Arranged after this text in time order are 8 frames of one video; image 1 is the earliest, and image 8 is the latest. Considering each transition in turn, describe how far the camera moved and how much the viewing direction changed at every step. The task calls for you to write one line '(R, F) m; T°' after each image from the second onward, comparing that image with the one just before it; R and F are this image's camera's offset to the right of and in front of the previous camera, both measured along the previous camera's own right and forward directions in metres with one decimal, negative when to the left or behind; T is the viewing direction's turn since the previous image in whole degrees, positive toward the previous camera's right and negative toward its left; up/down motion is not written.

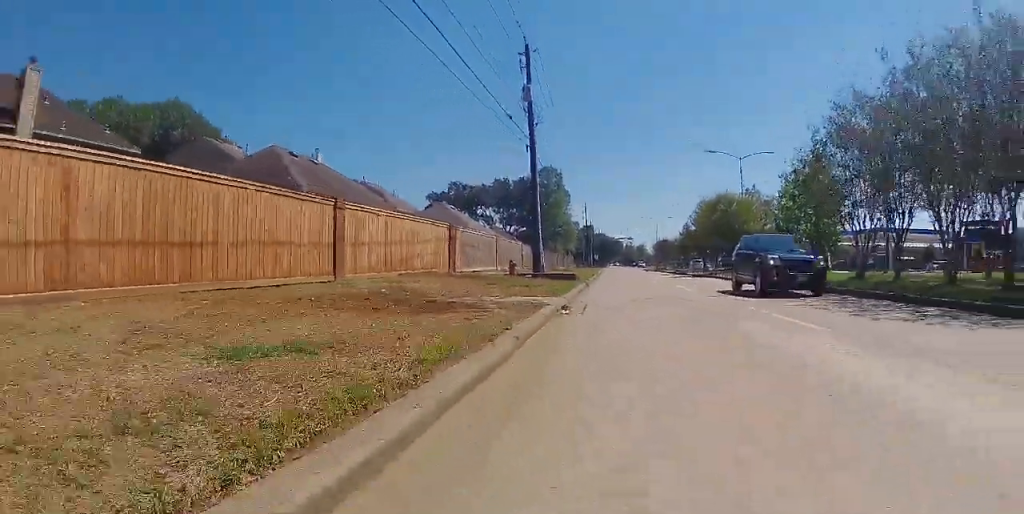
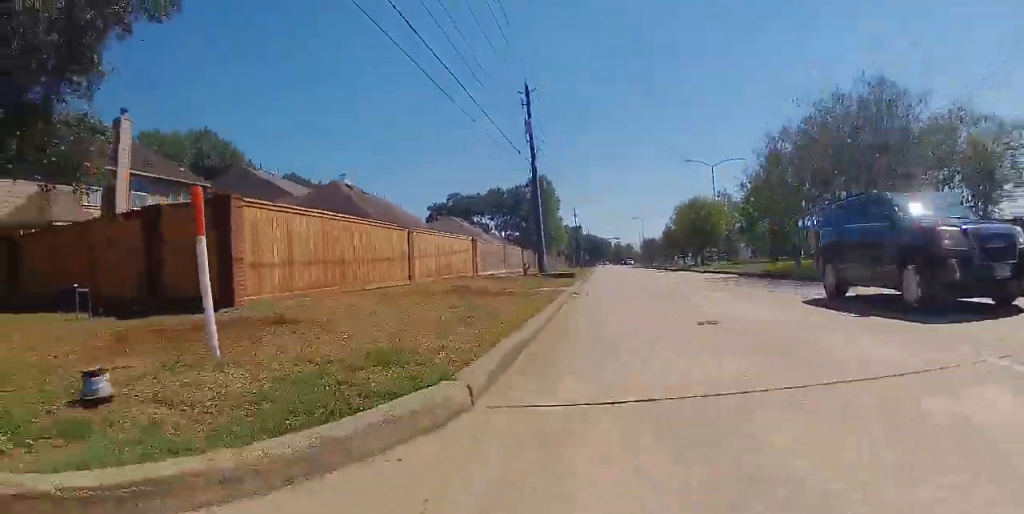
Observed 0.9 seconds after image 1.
(0.0, +6.6) m; 0°
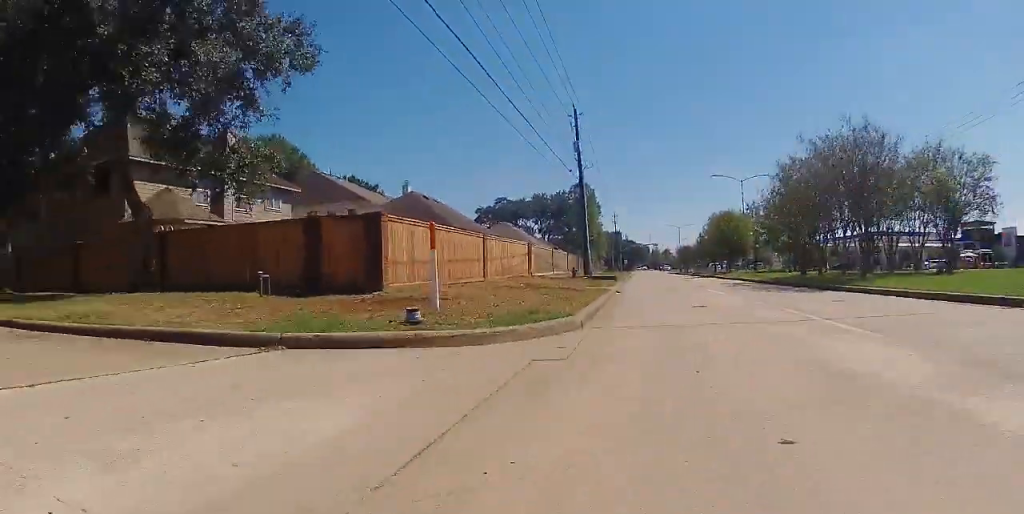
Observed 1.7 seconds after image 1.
(0.0, +5.1) m; 0°
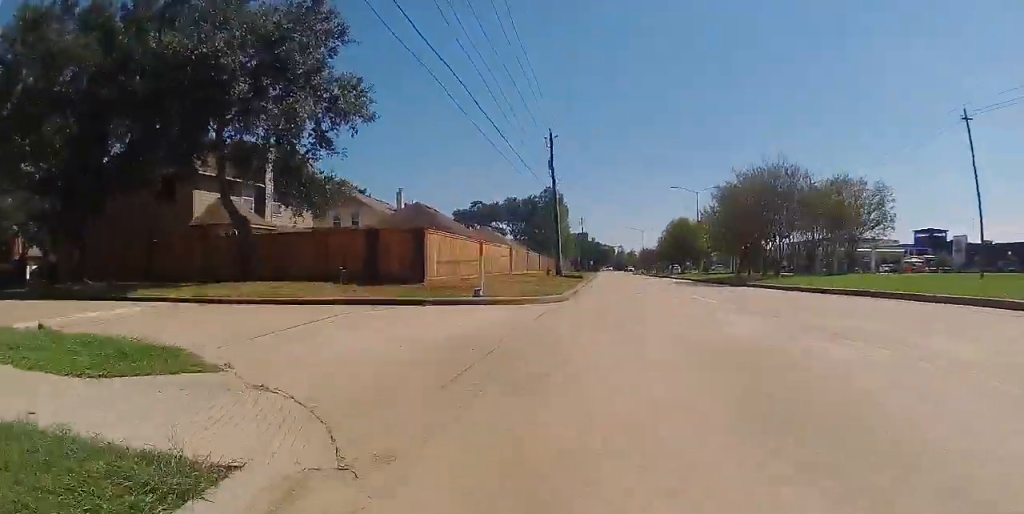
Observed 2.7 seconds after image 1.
(0.0, +7.2) m; 0°
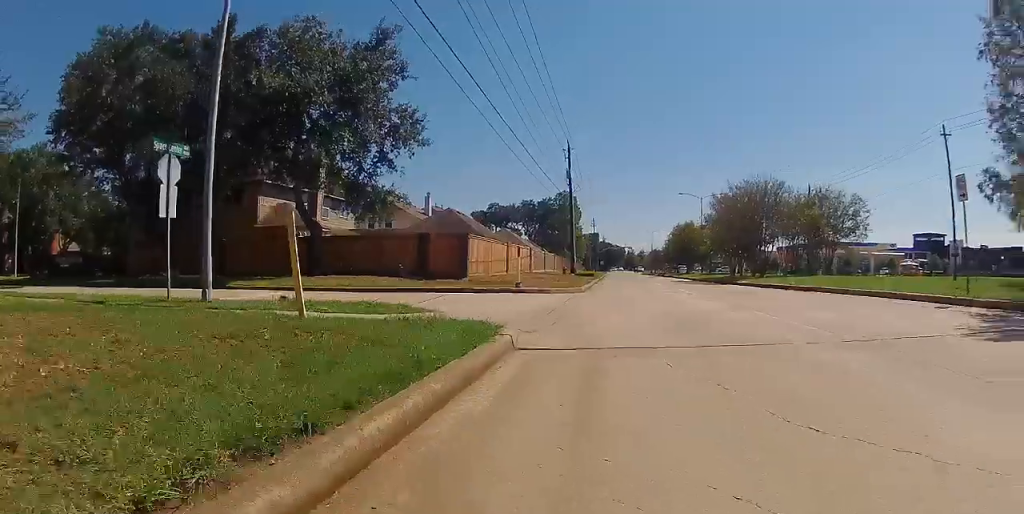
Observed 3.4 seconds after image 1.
(0.0, +5.1) m; 0°
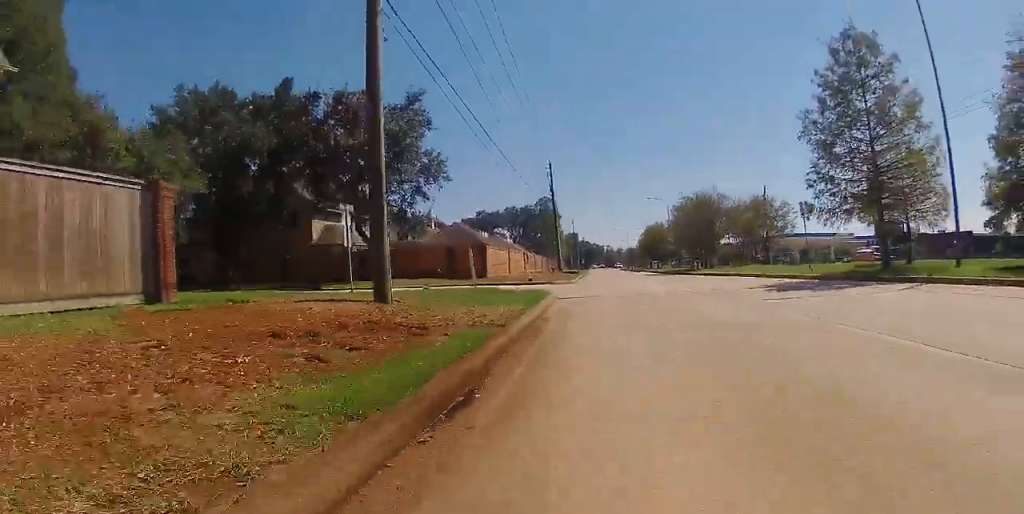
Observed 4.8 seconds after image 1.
(0.0, +9.7) m; -4°
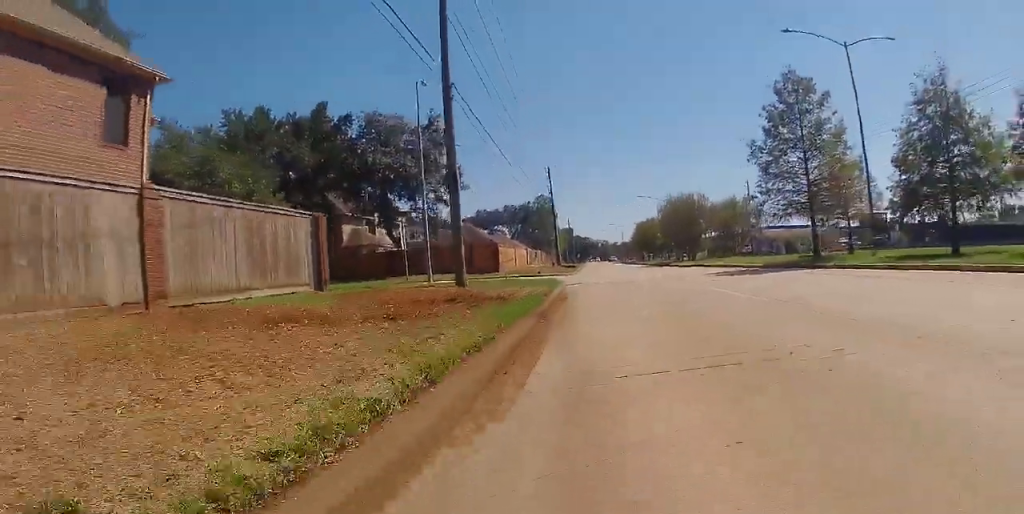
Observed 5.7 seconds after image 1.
(-0.4, +6.3) m; 0°
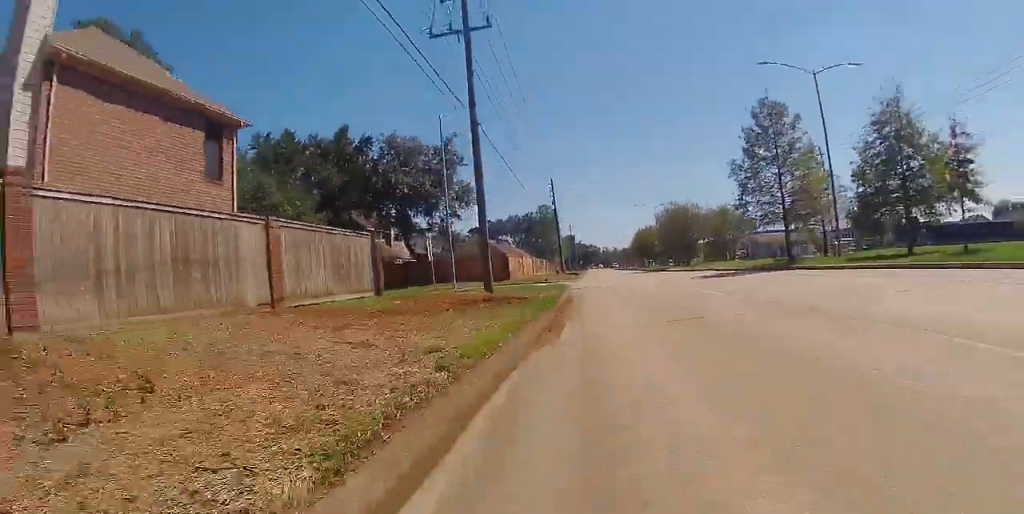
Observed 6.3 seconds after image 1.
(+0.2, +4.0) m; +4°
